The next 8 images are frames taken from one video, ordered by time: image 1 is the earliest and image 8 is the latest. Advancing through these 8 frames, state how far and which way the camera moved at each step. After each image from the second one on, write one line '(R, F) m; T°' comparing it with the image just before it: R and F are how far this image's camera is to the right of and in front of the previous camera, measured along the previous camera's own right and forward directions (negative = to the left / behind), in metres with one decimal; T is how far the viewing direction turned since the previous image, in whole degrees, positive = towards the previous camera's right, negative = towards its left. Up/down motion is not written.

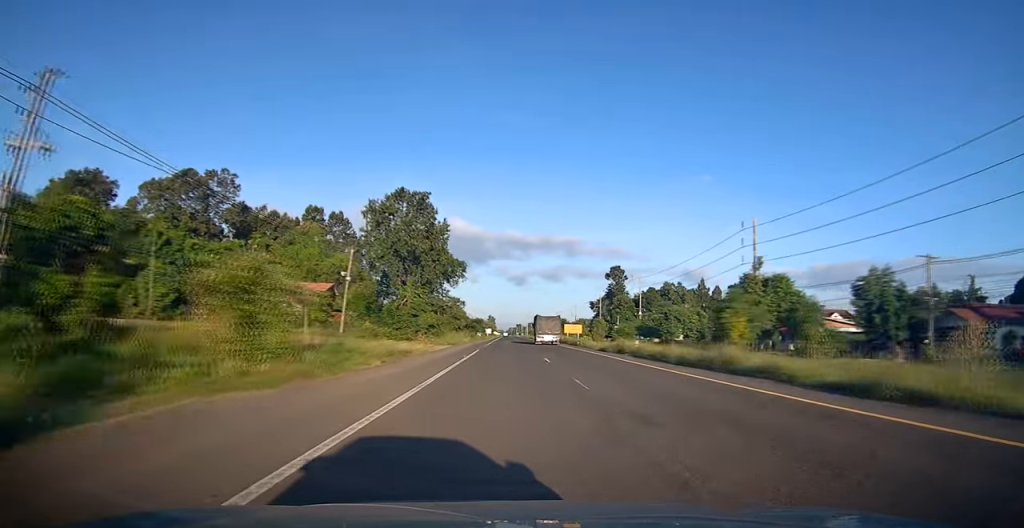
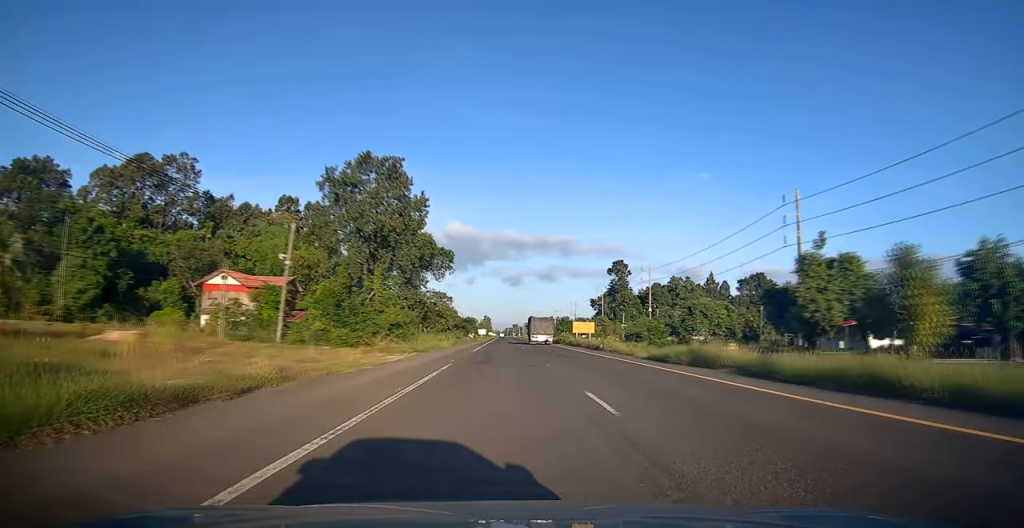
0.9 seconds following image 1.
(+0.1, +15.1) m; +1°
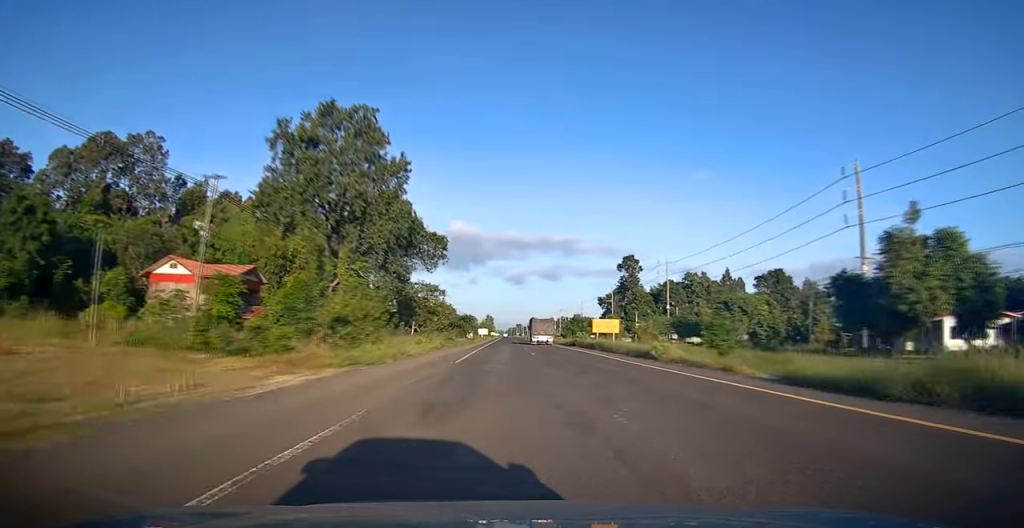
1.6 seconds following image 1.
(0.0, +13.0) m; +1°
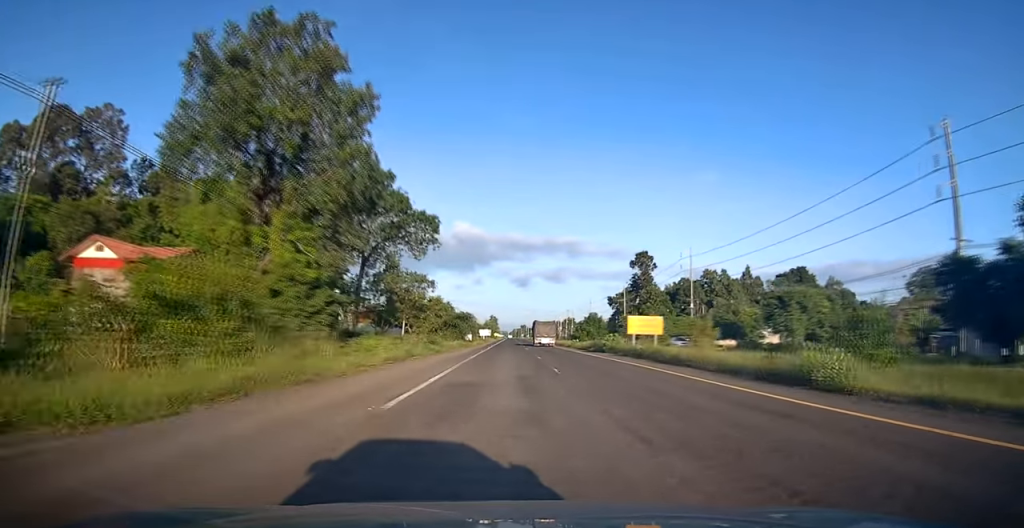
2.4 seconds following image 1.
(+0.3, +13.6) m; 0°
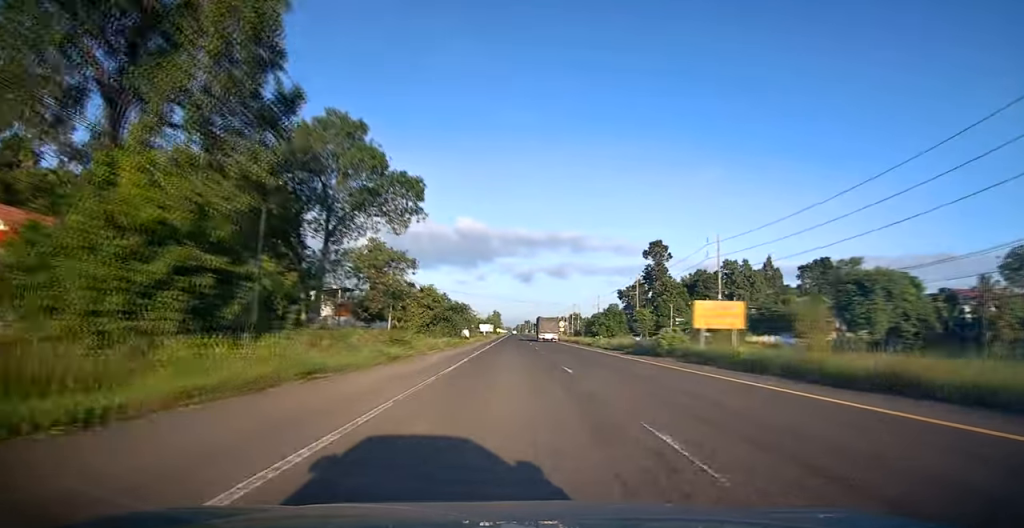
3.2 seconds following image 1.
(-0.2, +13.7) m; -1°
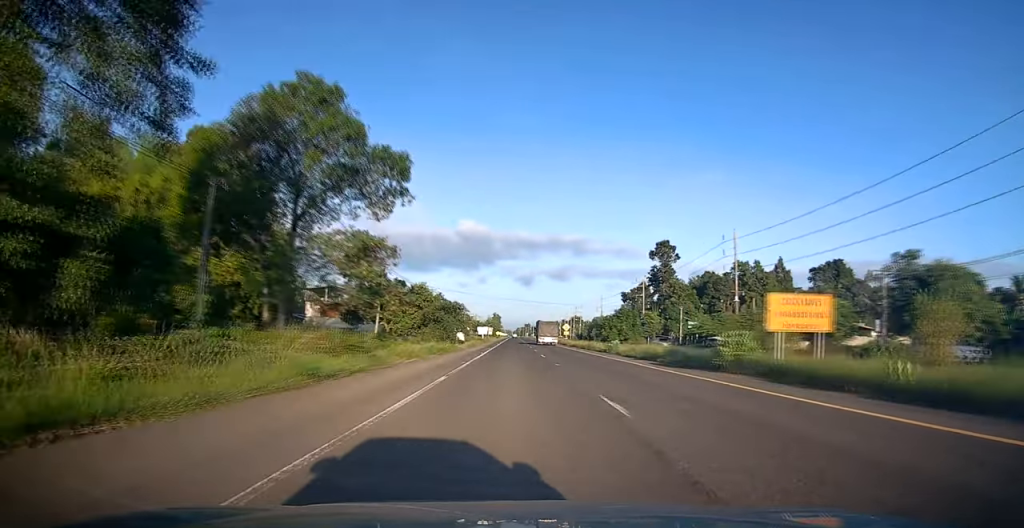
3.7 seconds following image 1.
(-0.1, +7.5) m; -1°
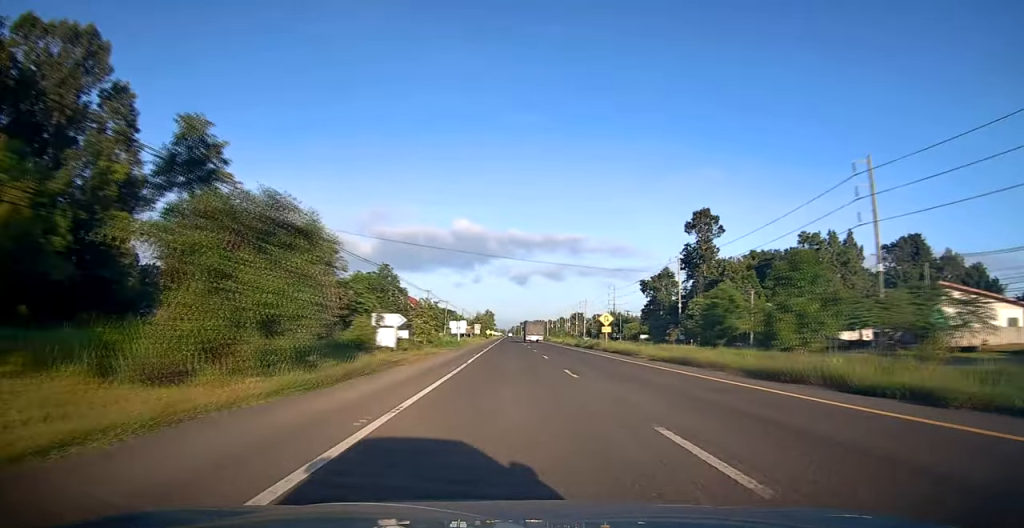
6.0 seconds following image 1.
(+0.3, +39.7) m; +2°
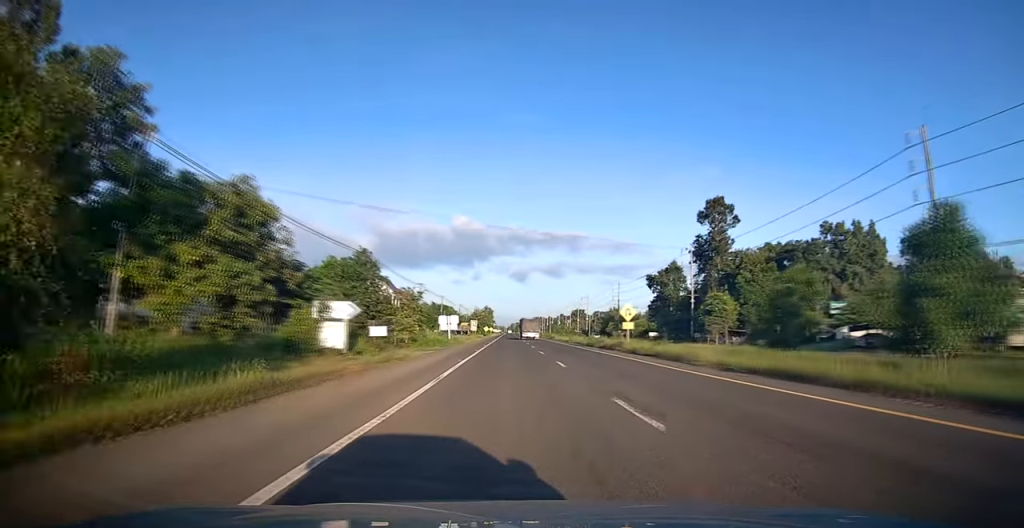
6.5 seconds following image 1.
(+0.3, +8.9) m; 0°
